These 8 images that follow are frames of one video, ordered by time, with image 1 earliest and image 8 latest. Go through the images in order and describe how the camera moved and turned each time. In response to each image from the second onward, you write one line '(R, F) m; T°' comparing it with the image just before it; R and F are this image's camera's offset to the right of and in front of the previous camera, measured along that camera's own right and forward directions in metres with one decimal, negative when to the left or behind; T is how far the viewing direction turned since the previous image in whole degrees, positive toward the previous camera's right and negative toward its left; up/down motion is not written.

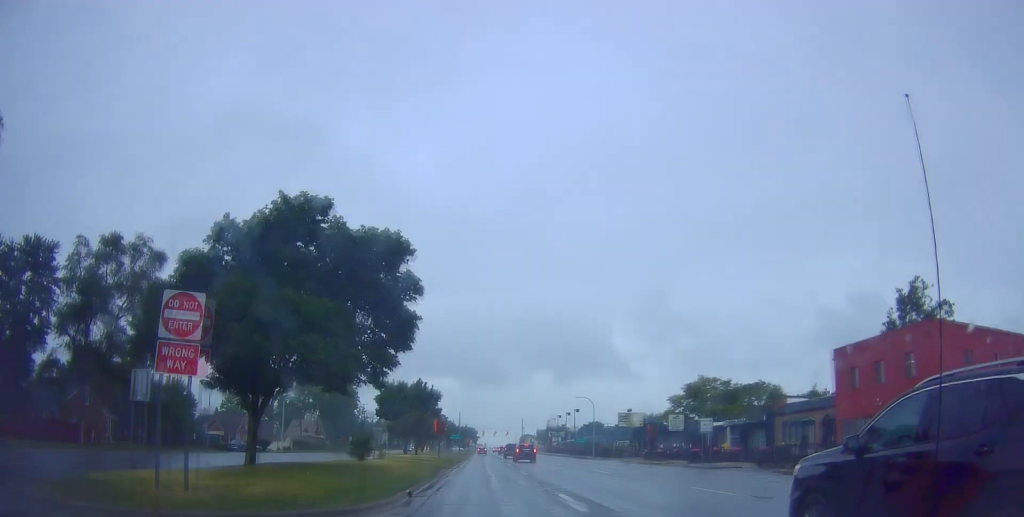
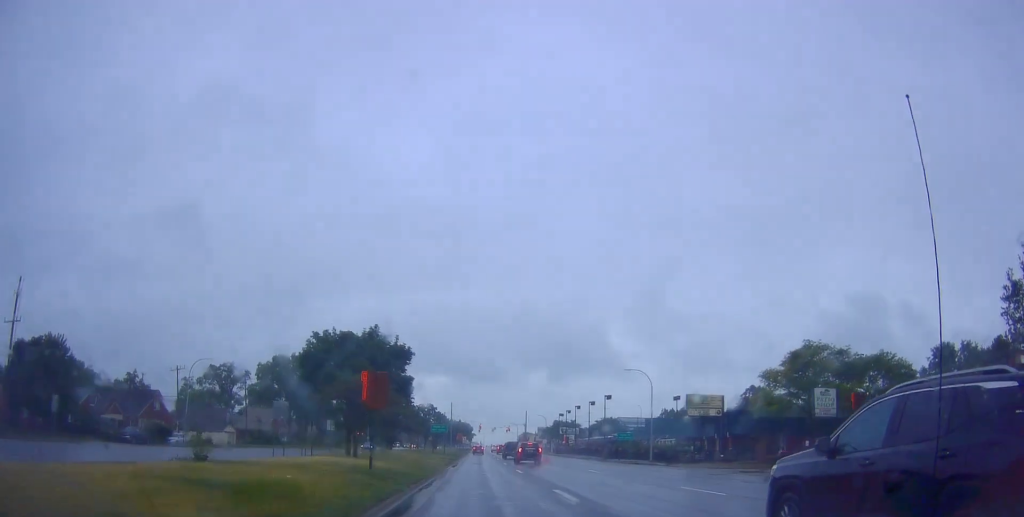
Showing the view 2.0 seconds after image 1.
(+0.4, +30.8) m; +1°
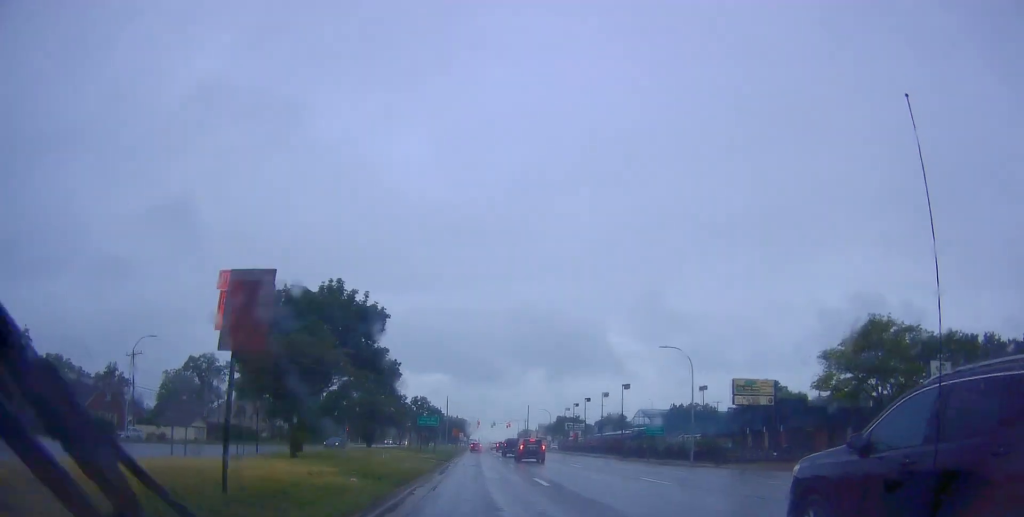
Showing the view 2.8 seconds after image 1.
(0.0, +11.6) m; 0°
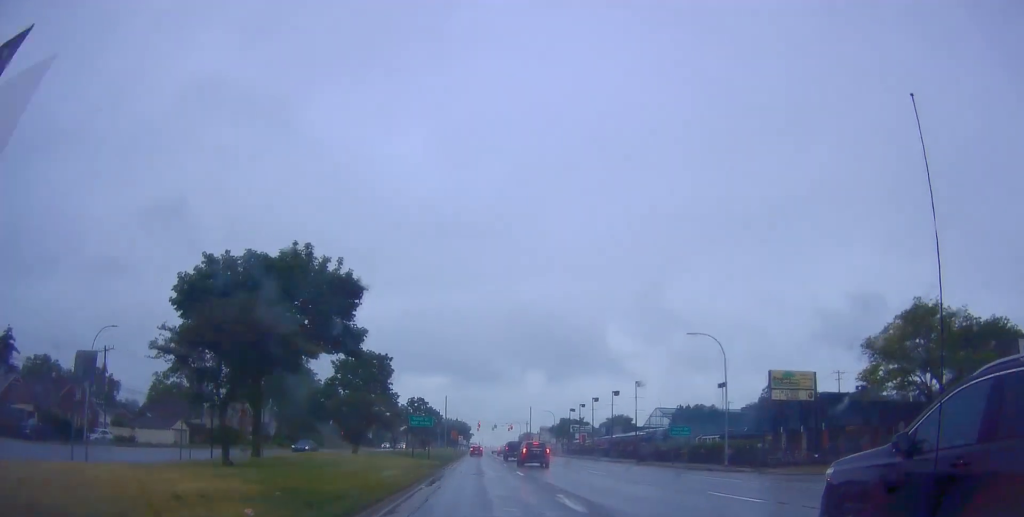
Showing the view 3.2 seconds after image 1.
(+0.2, +6.5) m; 0°
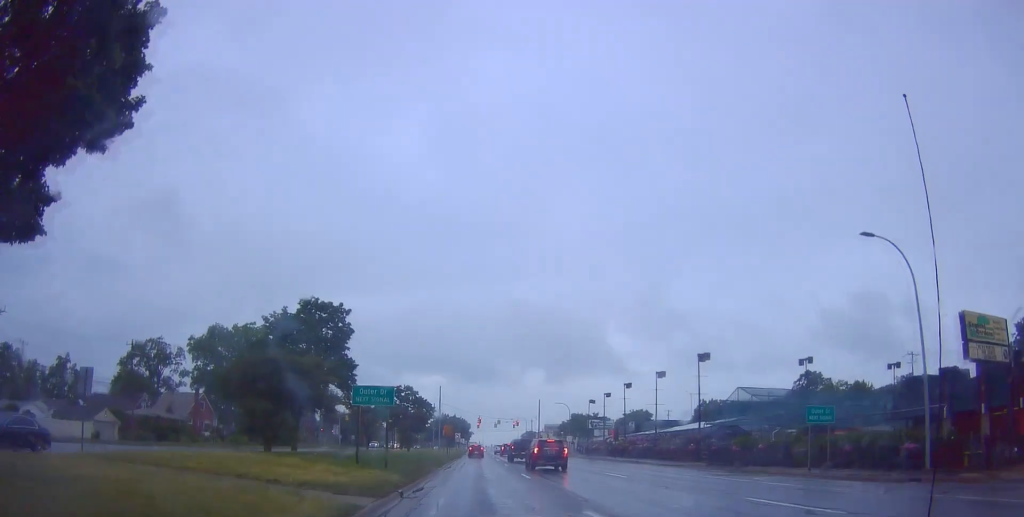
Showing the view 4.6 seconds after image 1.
(-0.3, +20.4) m; 0°
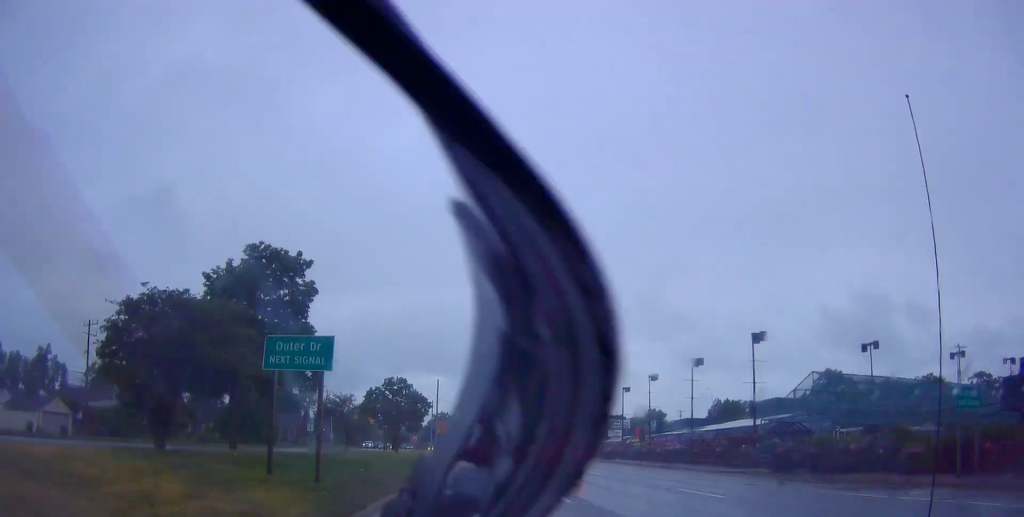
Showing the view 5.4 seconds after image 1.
(+0.3, +10.6) m; 0°
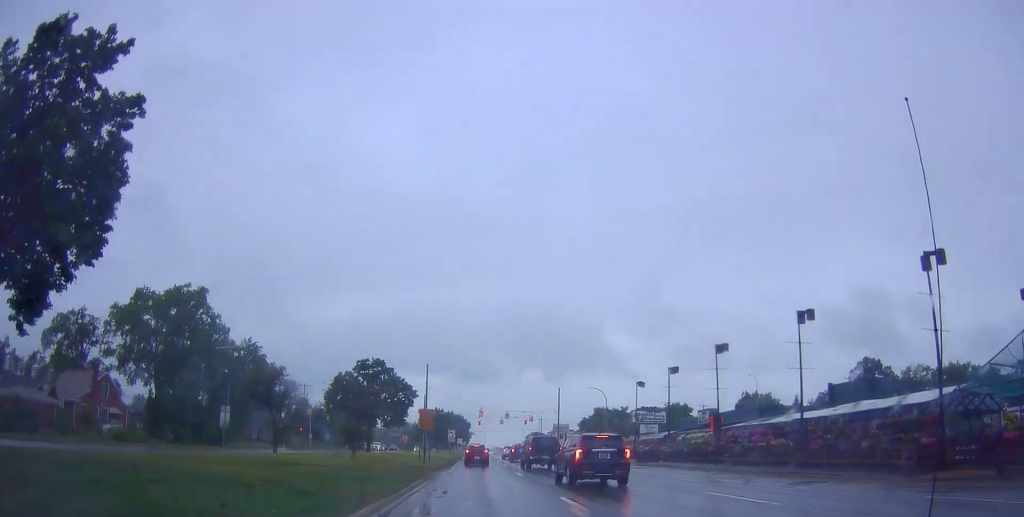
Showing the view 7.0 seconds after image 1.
(-0.2, +20.4) m; +1°
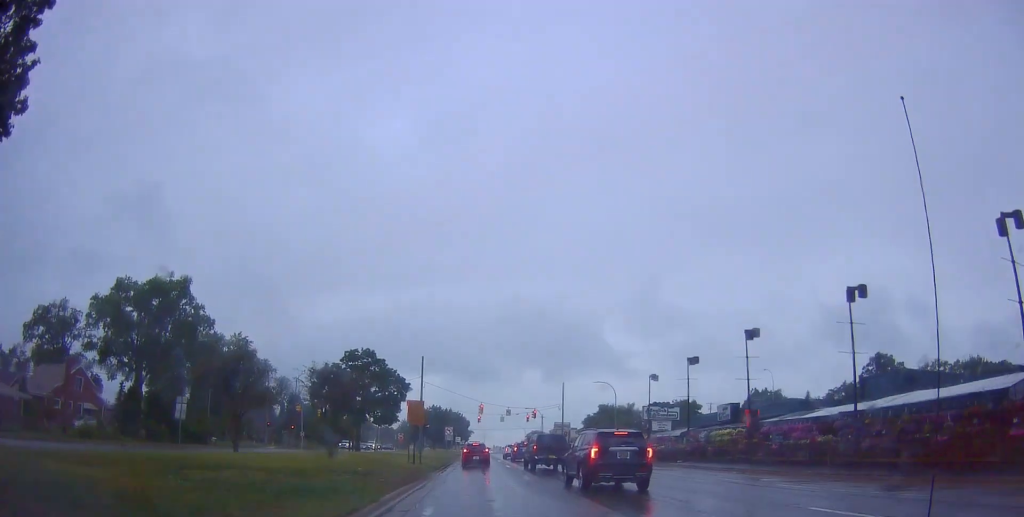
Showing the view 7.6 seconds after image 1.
(+0.1, +6.6) m; +1°
